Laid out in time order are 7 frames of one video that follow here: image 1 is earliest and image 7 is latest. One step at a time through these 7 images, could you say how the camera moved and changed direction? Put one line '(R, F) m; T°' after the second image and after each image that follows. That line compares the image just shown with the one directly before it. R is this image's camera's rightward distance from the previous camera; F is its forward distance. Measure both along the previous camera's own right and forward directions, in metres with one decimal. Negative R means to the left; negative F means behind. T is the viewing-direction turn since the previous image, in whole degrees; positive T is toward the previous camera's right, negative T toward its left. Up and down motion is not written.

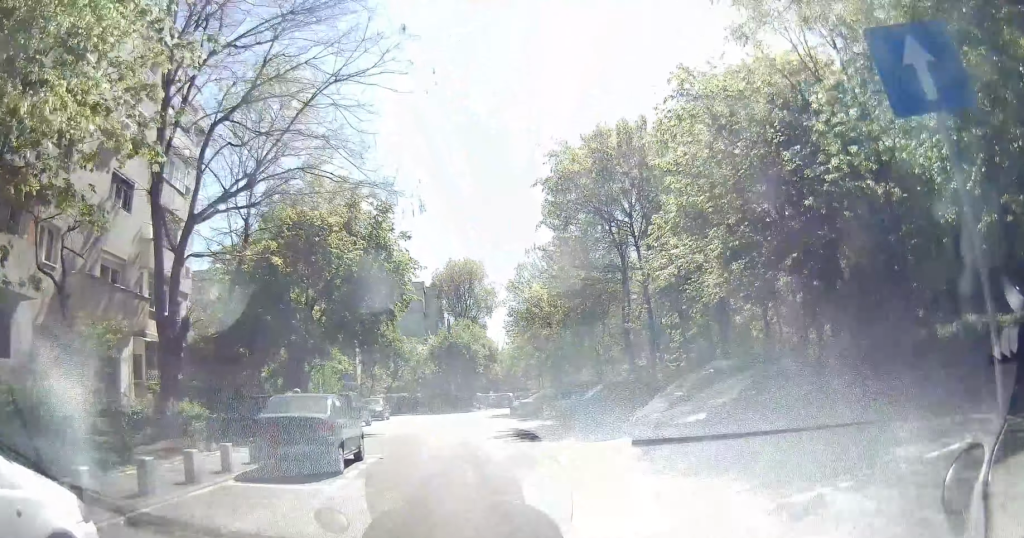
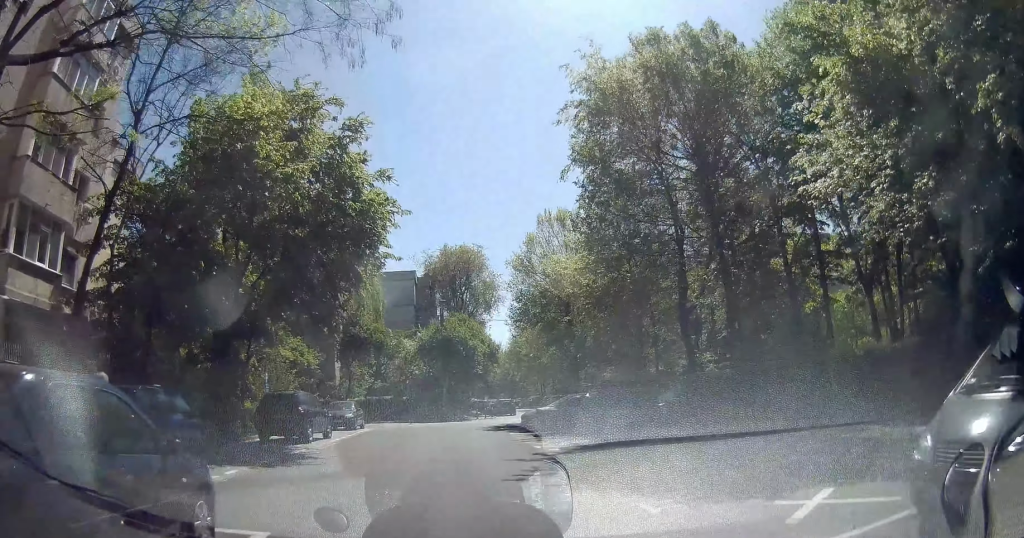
(-0.1, +8.2) m; 0°
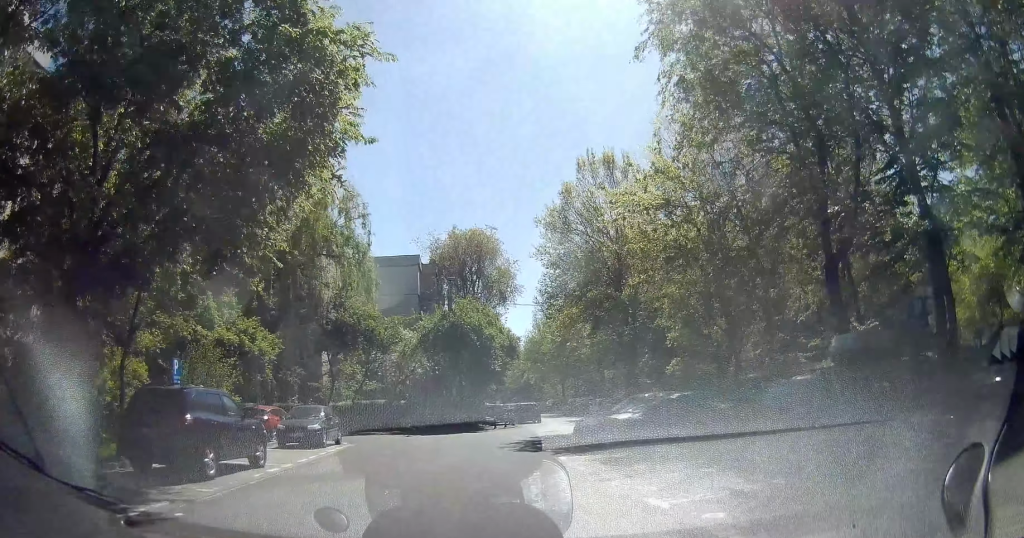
(+0.2, +8.8) m; +2°
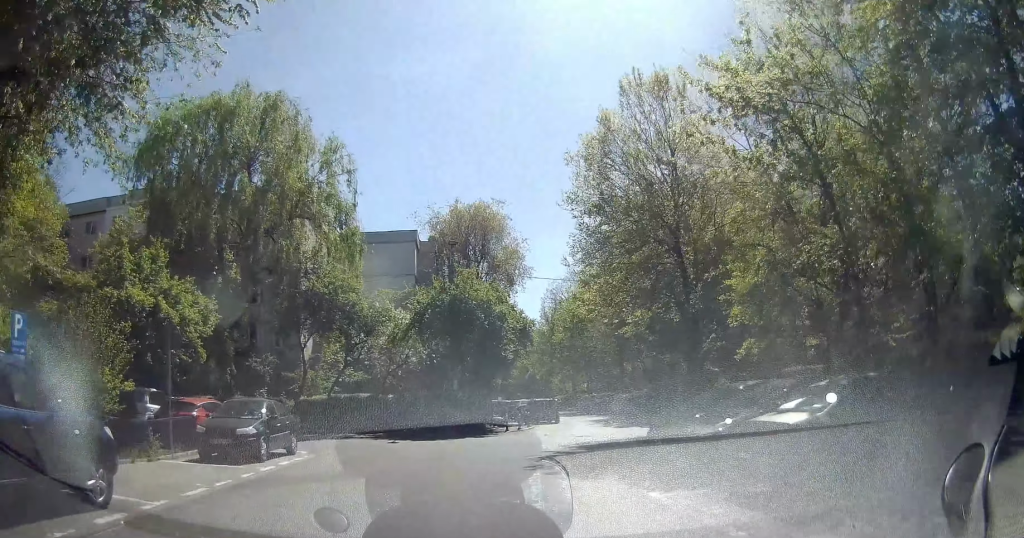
(0.0, +6.9) m; -1°
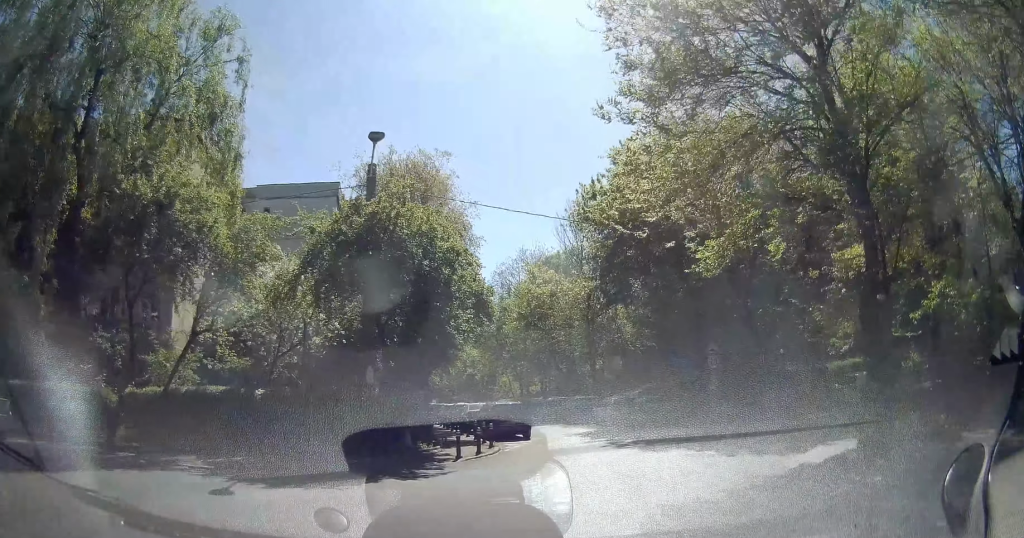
(+0.1, +12.2) m; +4°
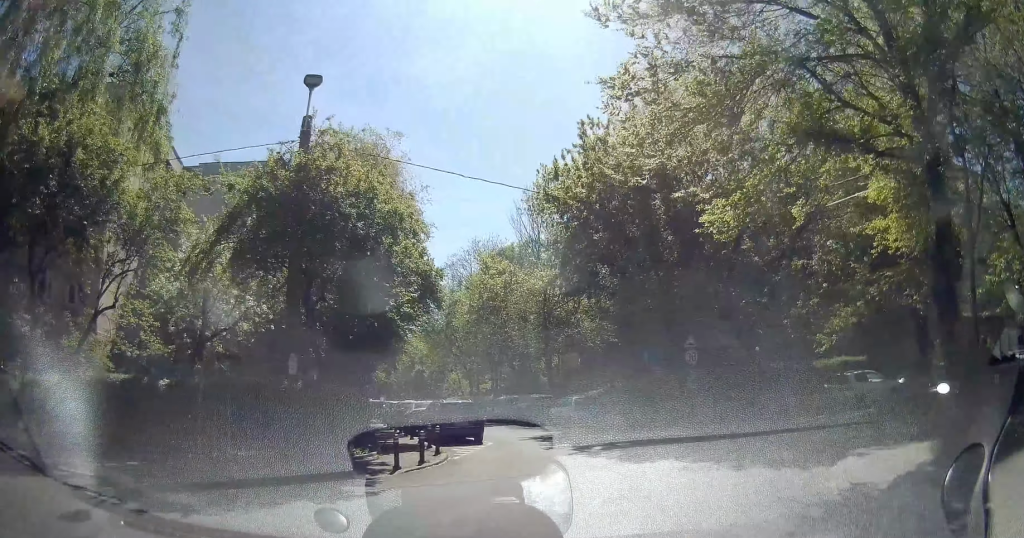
(+0.1, +3.2) m; +3°
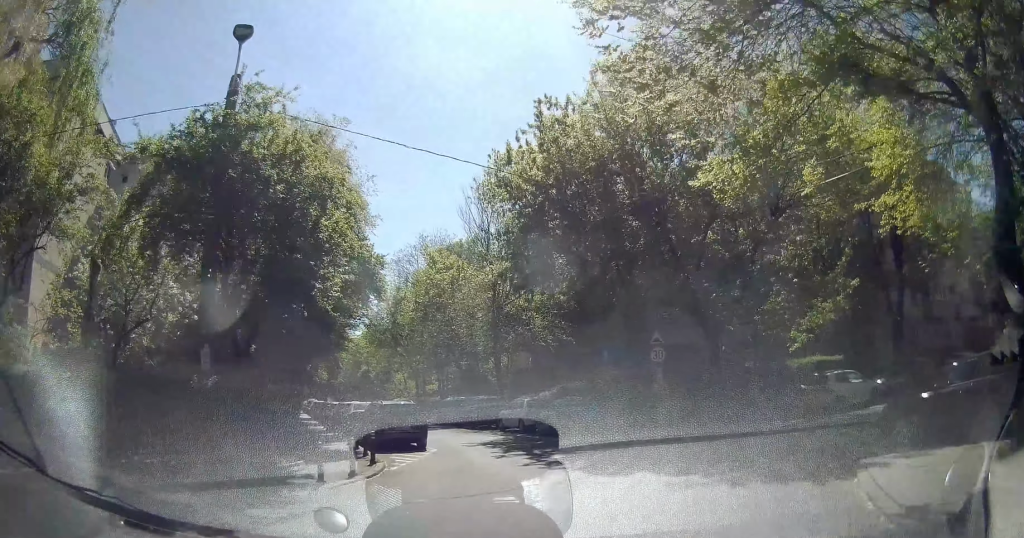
(+0.1, +2.2) m; +4°
